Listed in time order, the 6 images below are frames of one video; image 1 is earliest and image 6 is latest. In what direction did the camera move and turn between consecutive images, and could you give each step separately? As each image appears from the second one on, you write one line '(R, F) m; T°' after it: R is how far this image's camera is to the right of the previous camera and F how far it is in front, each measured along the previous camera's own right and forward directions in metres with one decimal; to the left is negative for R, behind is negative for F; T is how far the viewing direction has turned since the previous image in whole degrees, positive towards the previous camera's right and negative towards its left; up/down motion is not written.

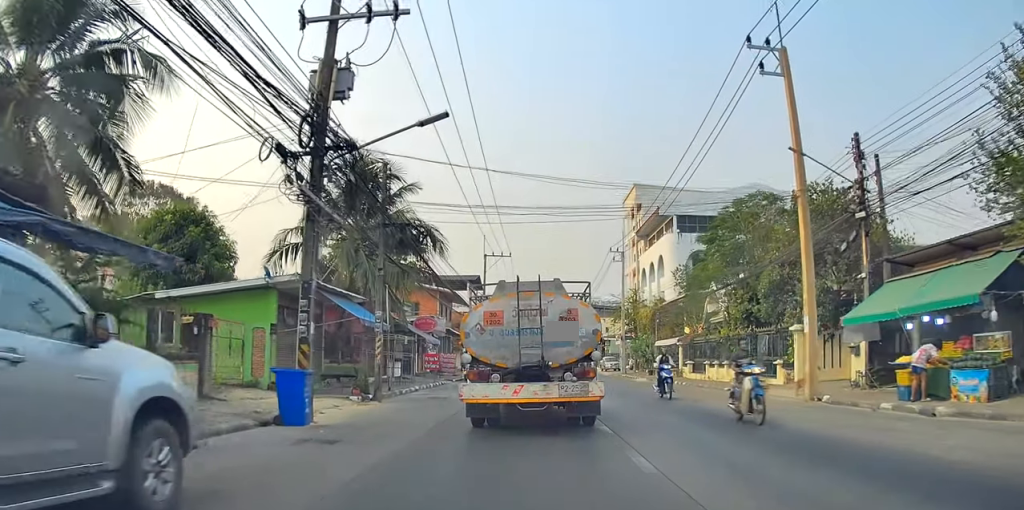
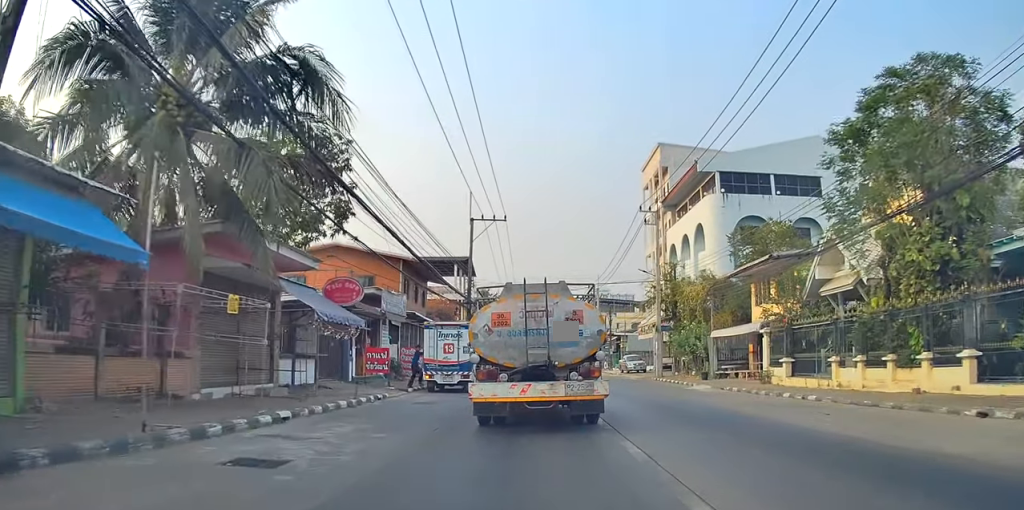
(0.0, +15.2) m; -1°
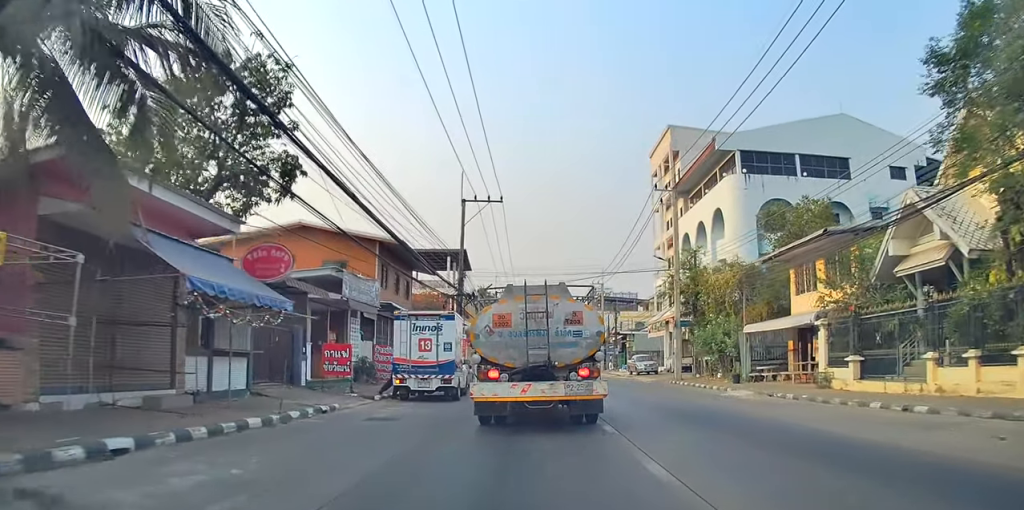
(+0.4, +5.8) m; 0°
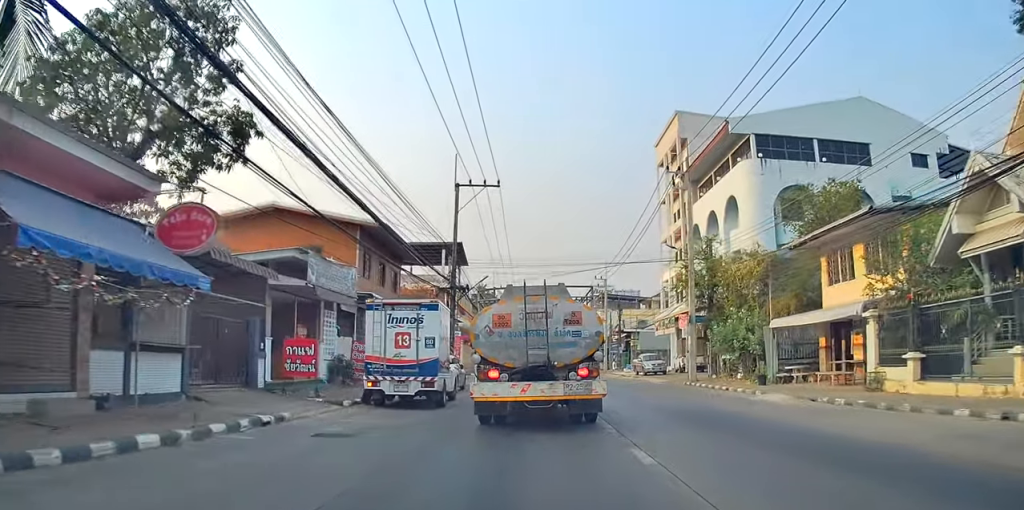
(-0.4, +3.4) m; 0°
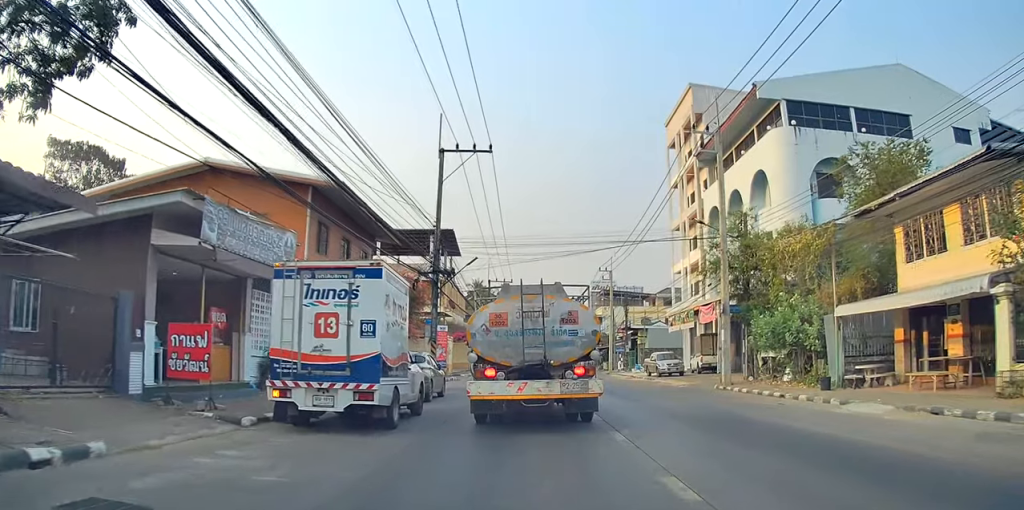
(+0.2, +6.2) m; 0°
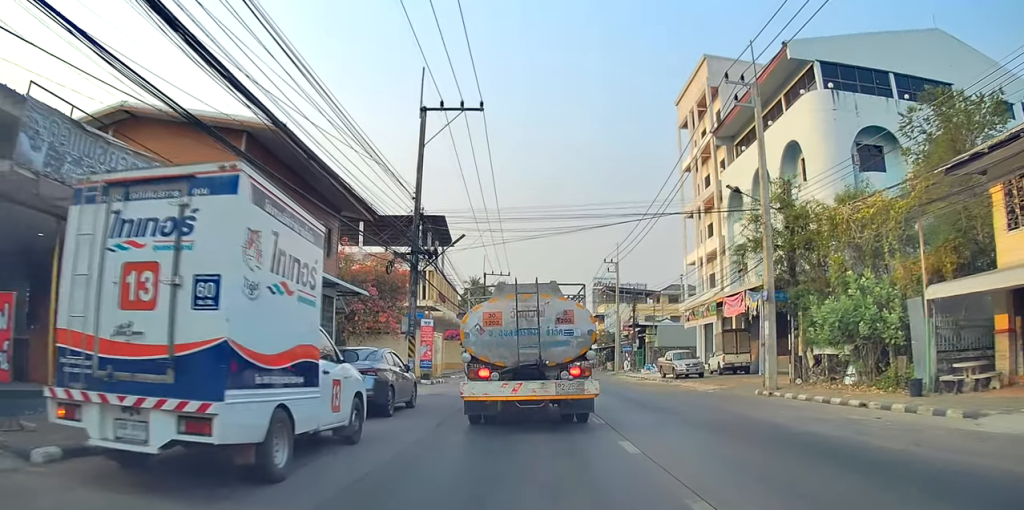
(+0.1, +5.4) m; 0°
